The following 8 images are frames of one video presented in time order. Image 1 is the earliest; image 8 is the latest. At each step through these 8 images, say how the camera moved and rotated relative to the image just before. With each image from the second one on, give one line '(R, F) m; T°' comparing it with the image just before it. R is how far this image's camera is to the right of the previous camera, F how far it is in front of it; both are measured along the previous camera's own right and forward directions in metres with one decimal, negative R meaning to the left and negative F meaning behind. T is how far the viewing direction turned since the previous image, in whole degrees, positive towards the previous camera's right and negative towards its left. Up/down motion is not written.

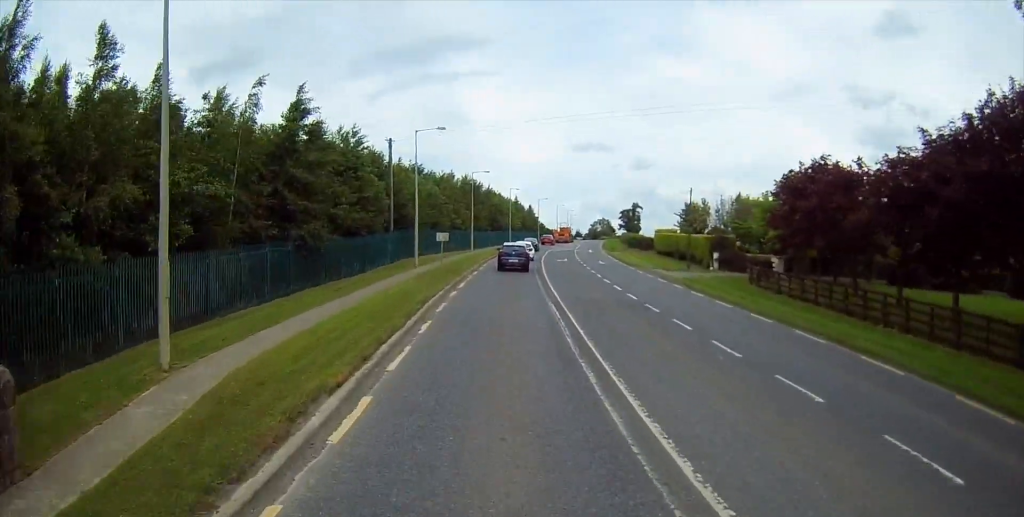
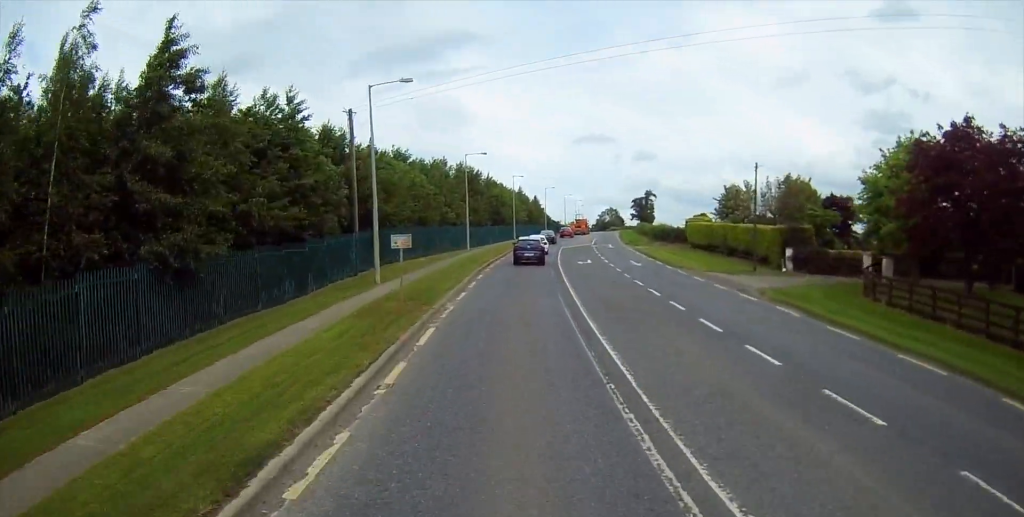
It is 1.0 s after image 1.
(+0.1, +13.3) m; +1°
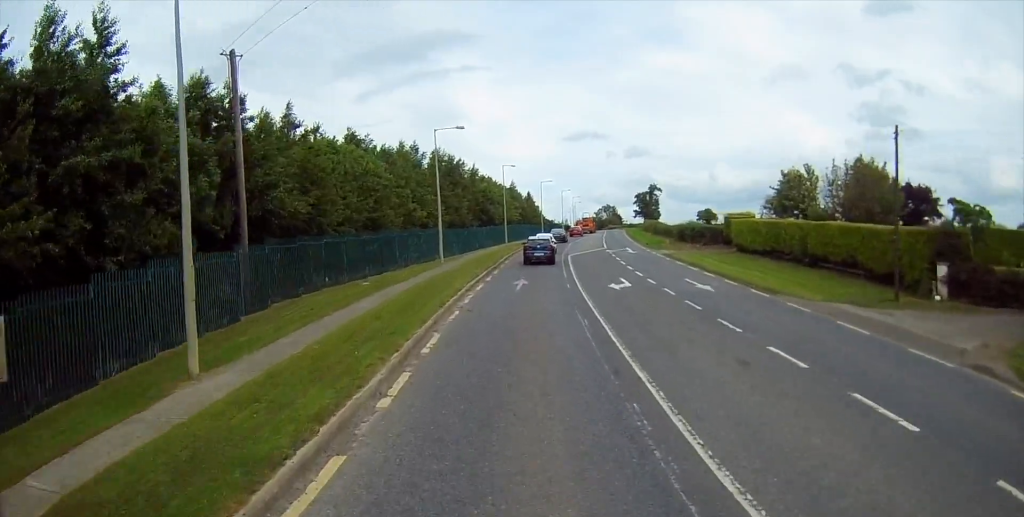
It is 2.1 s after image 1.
(+0.1, +16.0) m; +1°
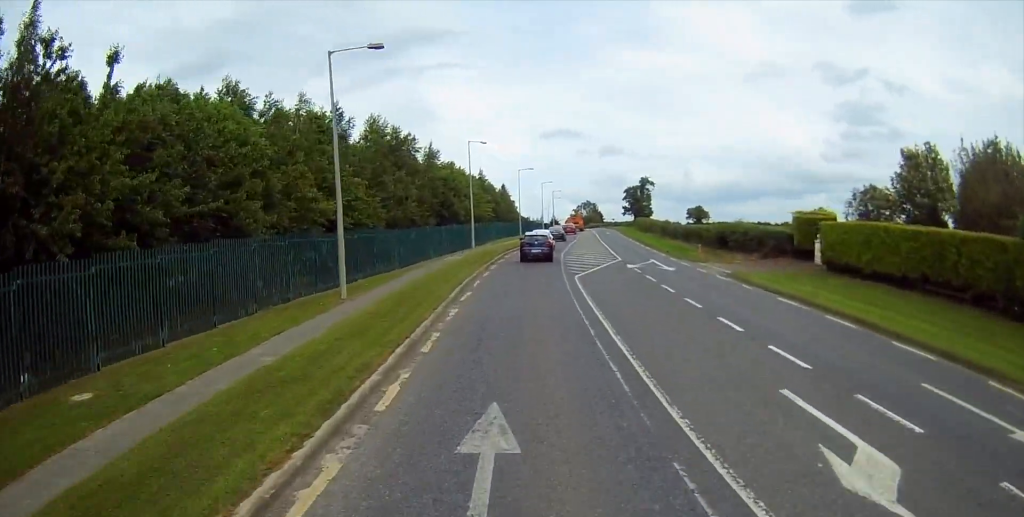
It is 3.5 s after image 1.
(+0.4, +19.6) m; +2°
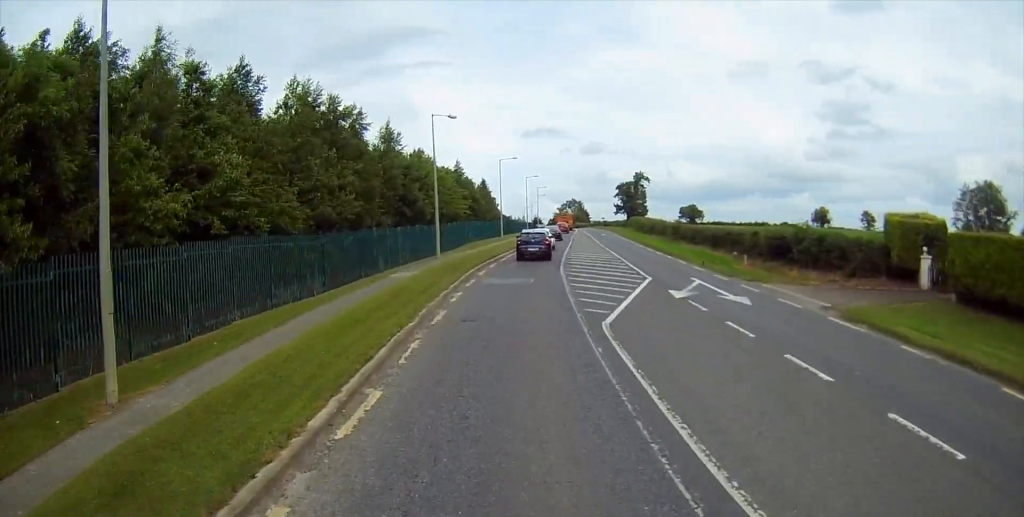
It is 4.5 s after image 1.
(-0.2, +13.1) m; 0°
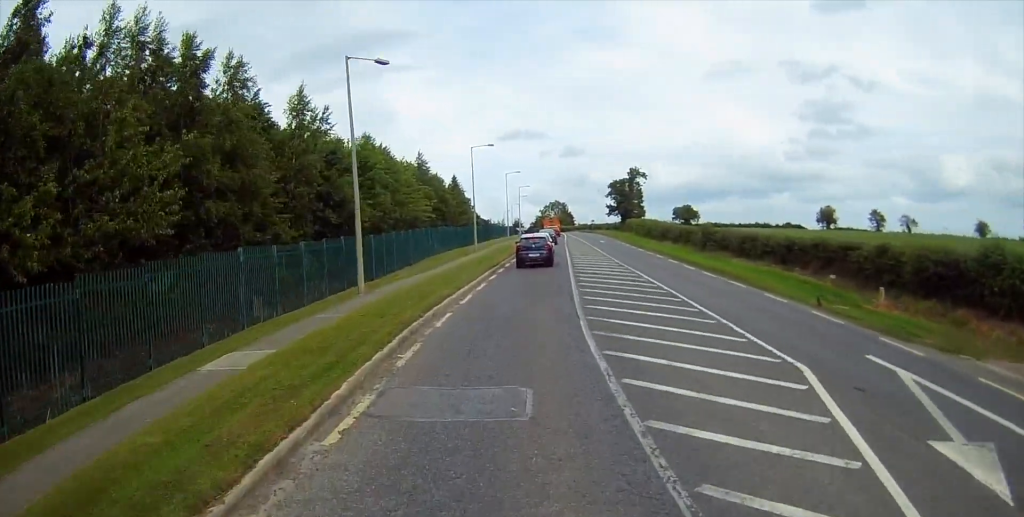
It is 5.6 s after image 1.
(+0.2, +15.9) m; +3°
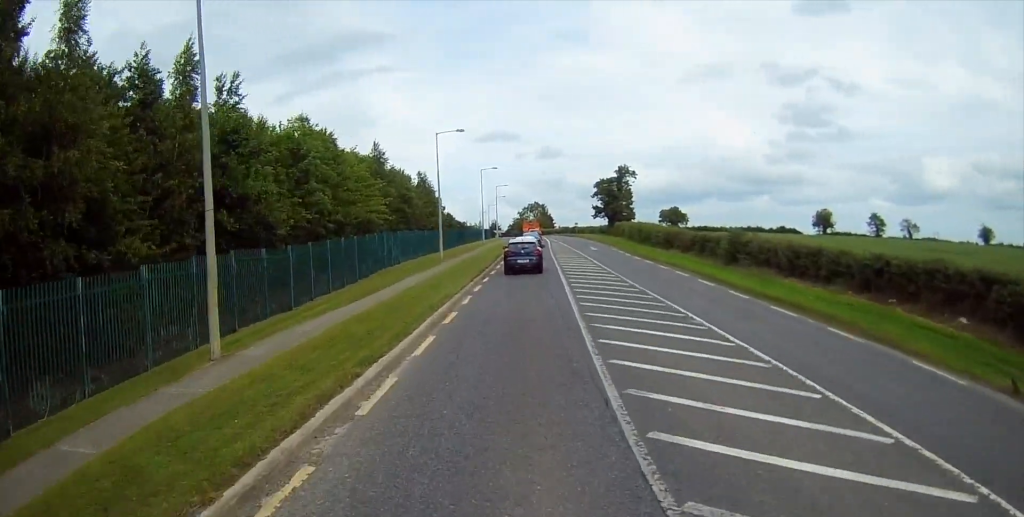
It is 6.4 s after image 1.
(+0.3, +10.5) m; +2°
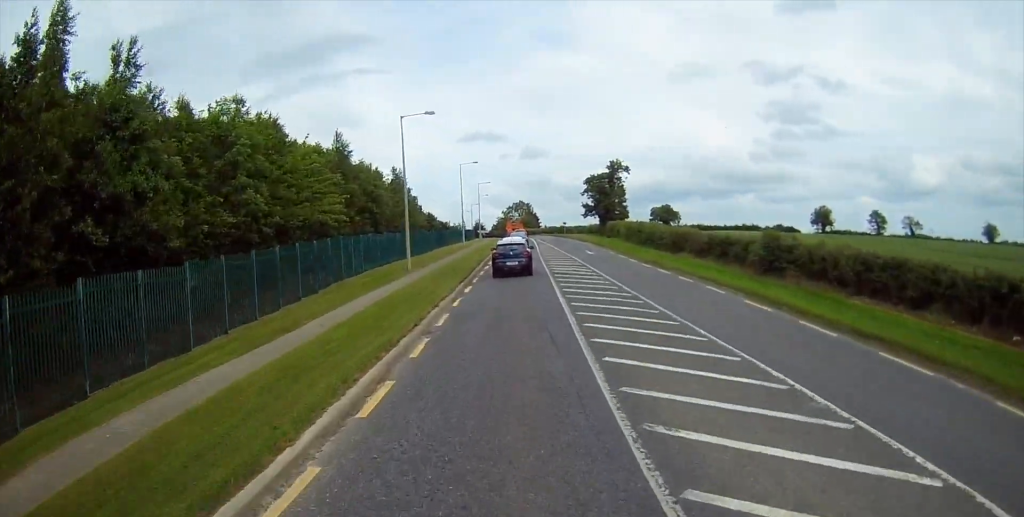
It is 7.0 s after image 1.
(+0.1, +7.8) m; +1°
